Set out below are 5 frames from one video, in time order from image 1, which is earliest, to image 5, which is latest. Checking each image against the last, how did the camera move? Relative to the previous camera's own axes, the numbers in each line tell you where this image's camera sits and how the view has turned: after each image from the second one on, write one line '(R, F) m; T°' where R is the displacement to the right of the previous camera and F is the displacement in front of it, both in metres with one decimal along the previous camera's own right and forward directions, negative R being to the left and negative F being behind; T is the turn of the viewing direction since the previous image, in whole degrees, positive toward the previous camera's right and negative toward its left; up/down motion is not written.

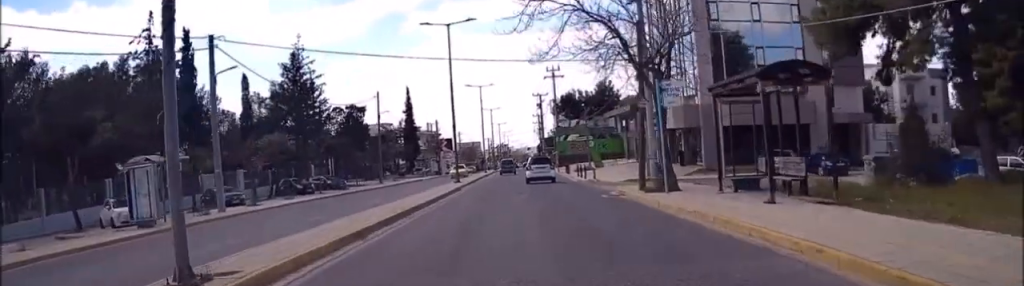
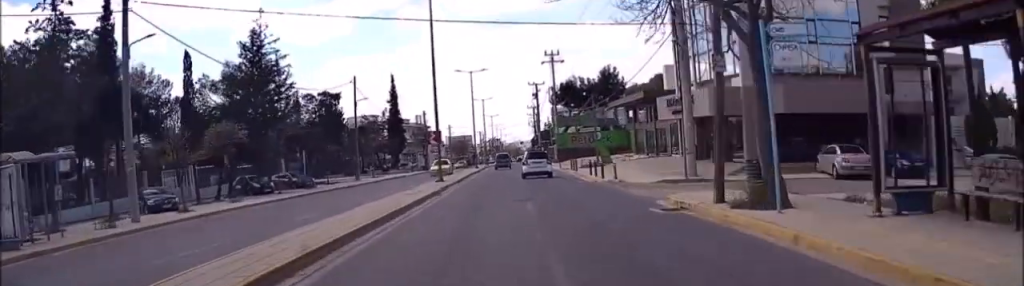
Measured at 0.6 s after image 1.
(+0.2, +7.7) m; 0°
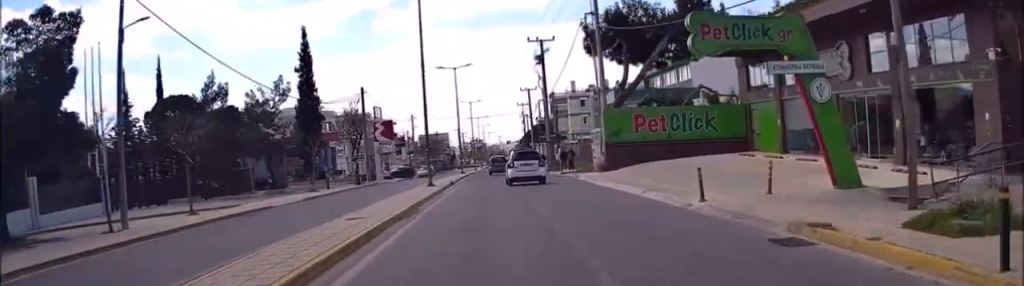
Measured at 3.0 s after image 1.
(-0.2, +39.4) m; +1°
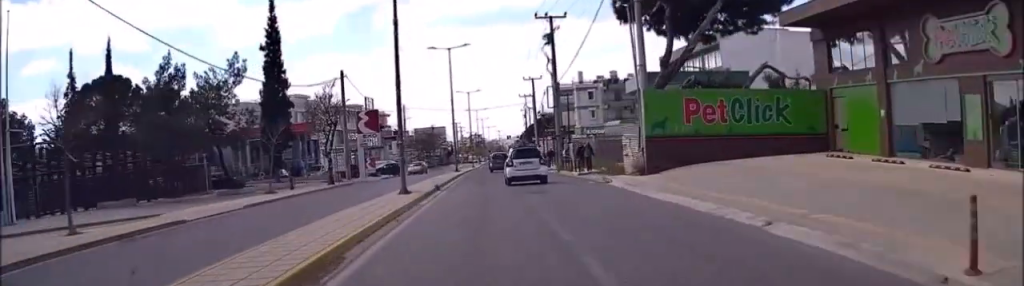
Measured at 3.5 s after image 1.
(0.0, +9.2) m; +1°
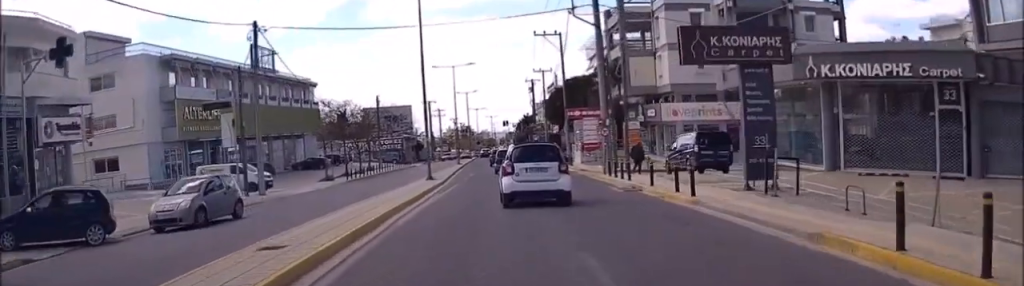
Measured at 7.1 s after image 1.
(+1.7, +60.4) m; +3°
